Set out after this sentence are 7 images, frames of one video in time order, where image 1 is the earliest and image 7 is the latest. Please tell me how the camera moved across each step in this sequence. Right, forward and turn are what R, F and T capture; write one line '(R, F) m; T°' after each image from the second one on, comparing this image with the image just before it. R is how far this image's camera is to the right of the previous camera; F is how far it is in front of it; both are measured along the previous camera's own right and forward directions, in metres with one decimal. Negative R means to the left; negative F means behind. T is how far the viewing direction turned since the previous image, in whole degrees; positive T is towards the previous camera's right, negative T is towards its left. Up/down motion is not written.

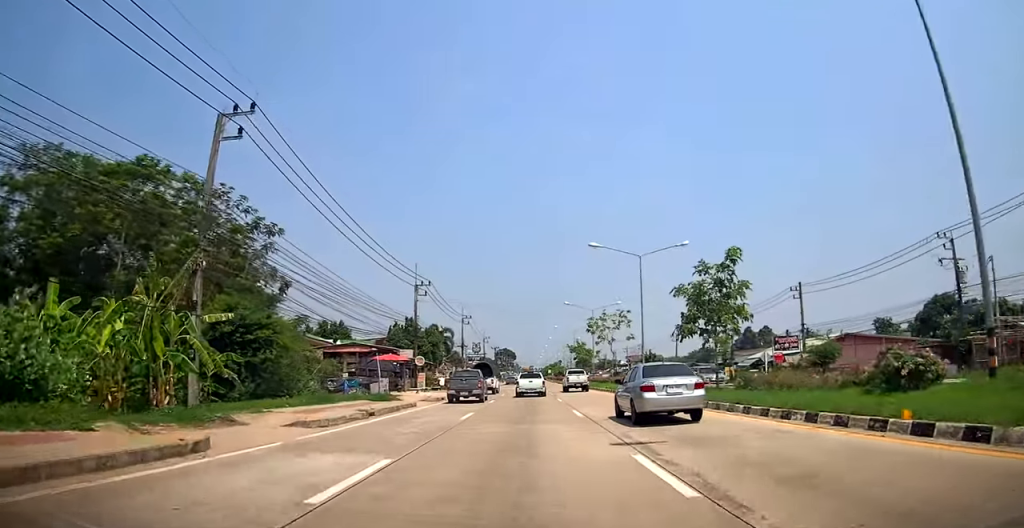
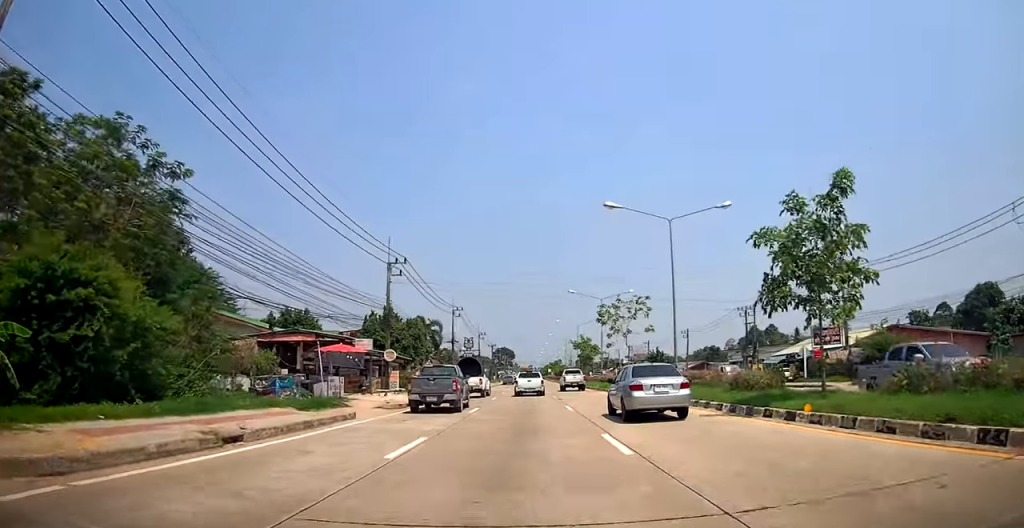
(0.0, +8.6) m; +1°
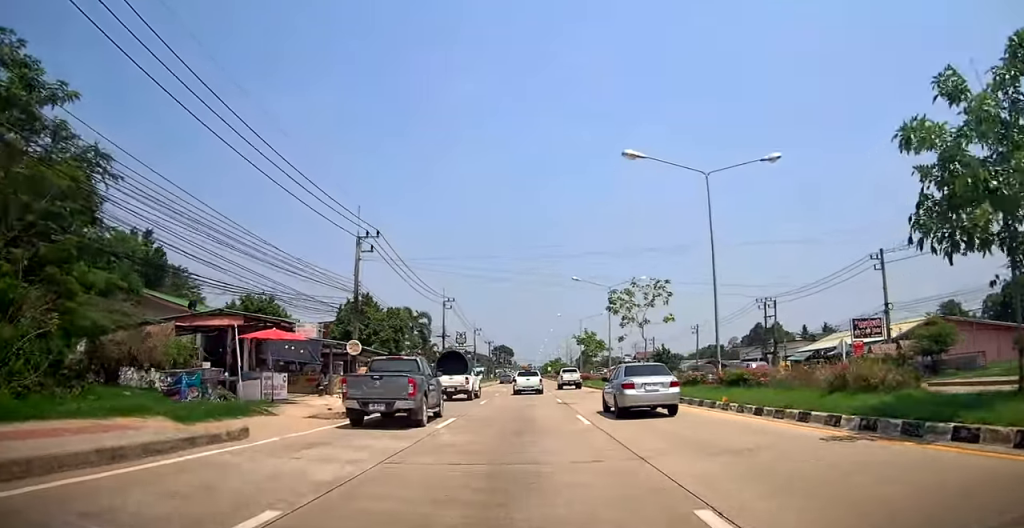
(-0.1, +6.6) m; +2°
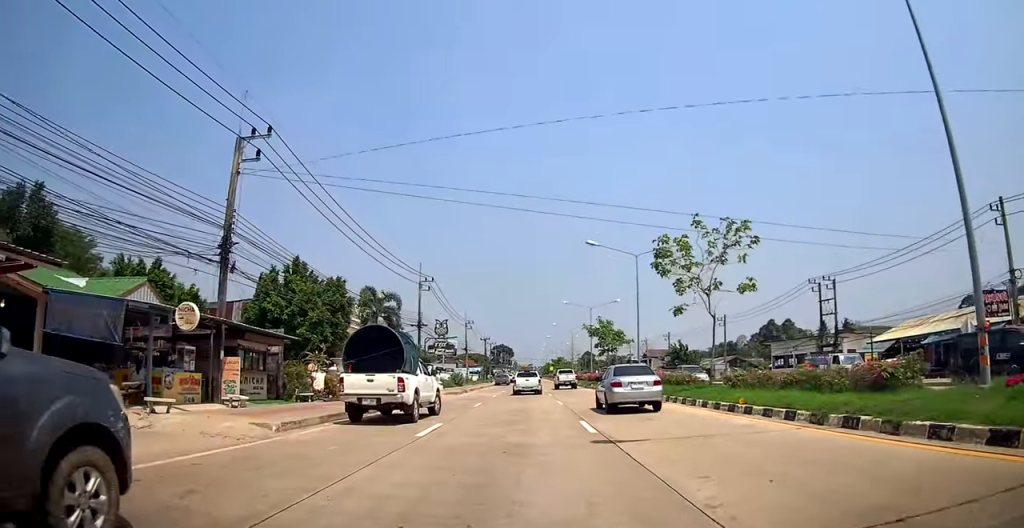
(+0.5, +13.8) m; 0°
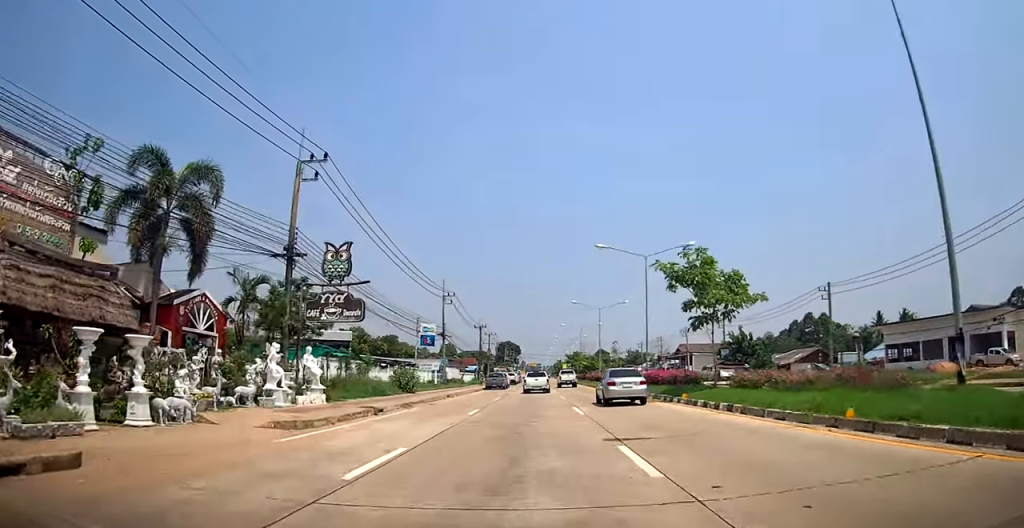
(-1.1, +29.2) m; -3°
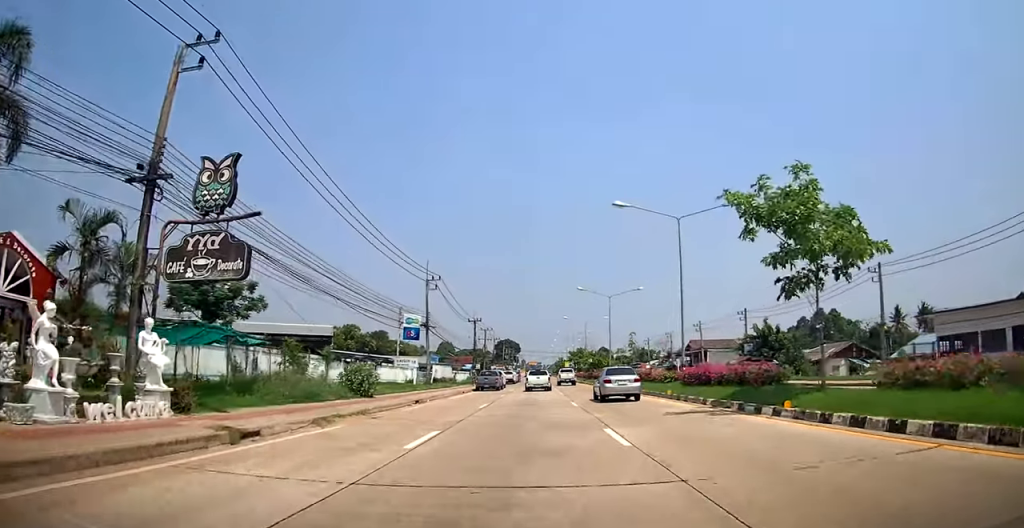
(-0.1, +9.4) m; 0°
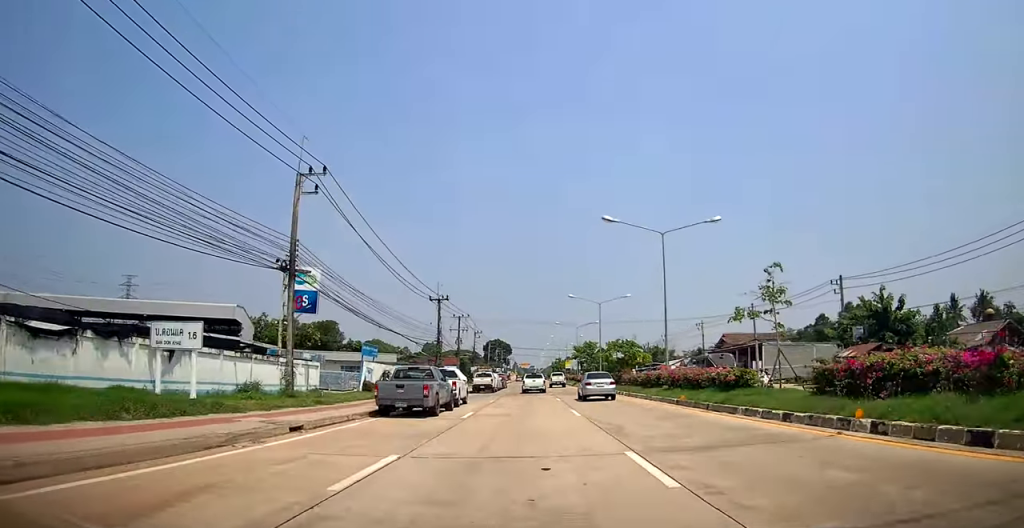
(+0.8, +26.8) m; +3°
